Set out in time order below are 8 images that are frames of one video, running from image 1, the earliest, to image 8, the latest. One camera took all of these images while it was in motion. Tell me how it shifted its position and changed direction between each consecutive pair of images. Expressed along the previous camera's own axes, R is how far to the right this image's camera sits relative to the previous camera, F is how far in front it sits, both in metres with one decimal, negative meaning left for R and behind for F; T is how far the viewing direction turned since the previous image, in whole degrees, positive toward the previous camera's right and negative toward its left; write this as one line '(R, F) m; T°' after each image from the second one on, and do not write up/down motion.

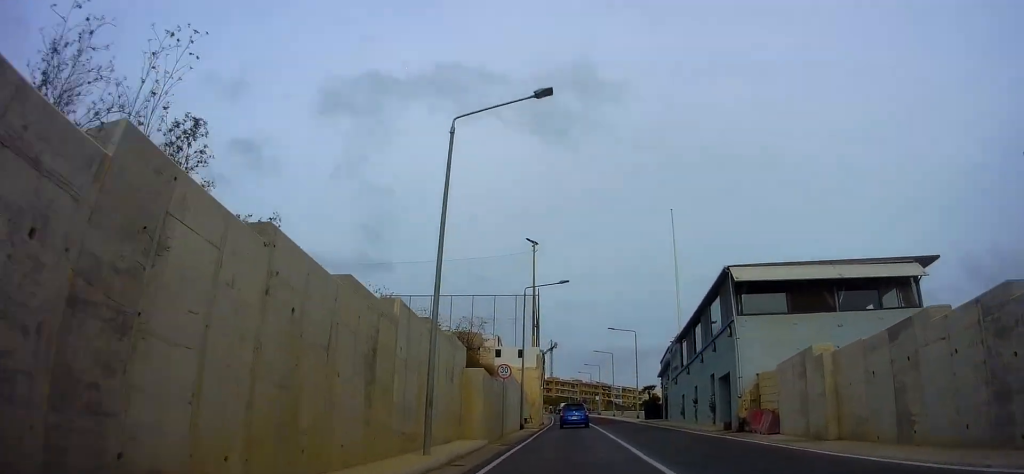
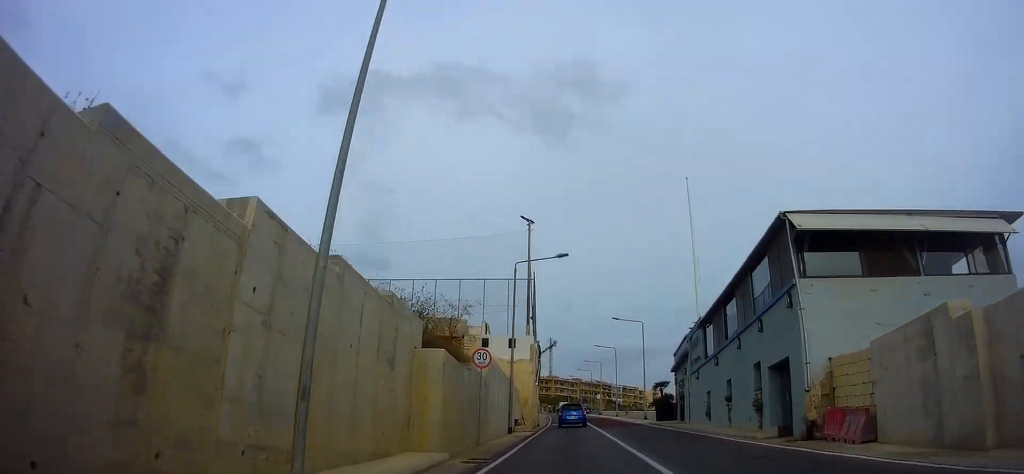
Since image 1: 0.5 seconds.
(+0.6, +5.5) m; 0°
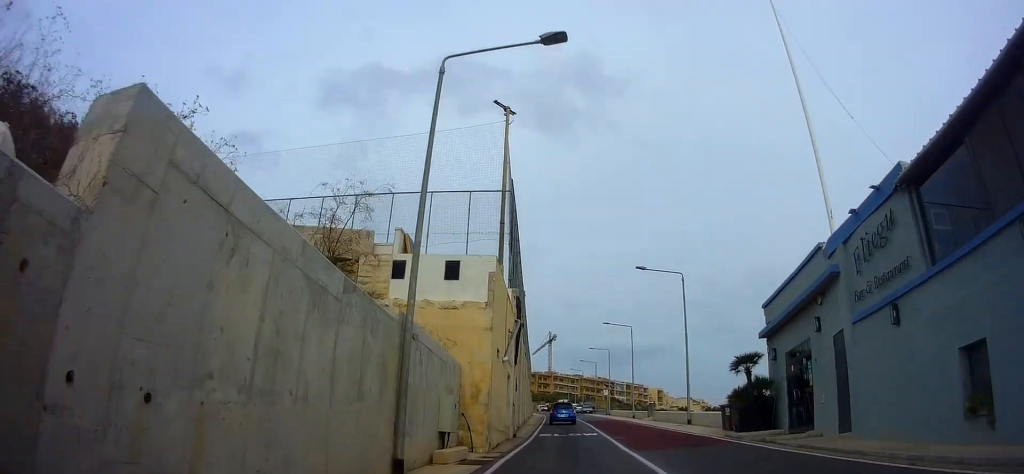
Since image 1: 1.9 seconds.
(-0.7, +16.5) m; 0°
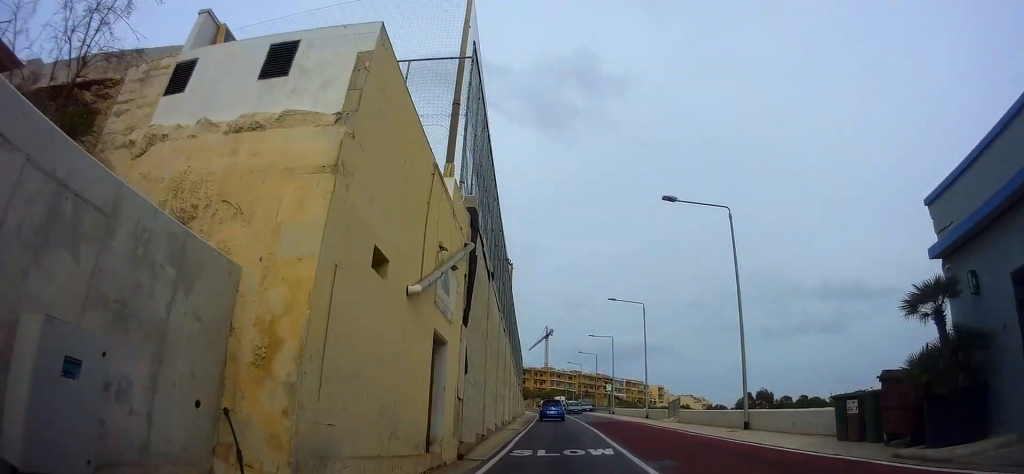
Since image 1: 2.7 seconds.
(+0.9, +10.0) m; +2°
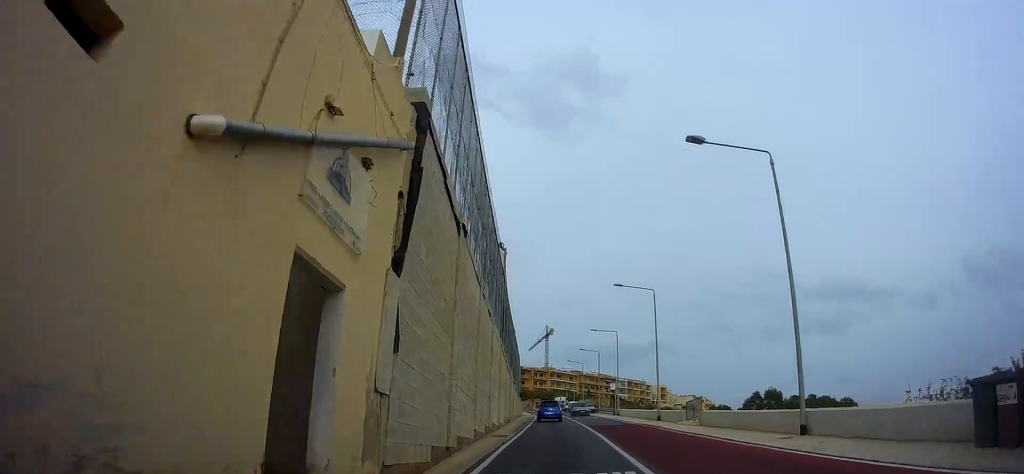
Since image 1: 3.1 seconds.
(-0.2, +4.9) m; 0°
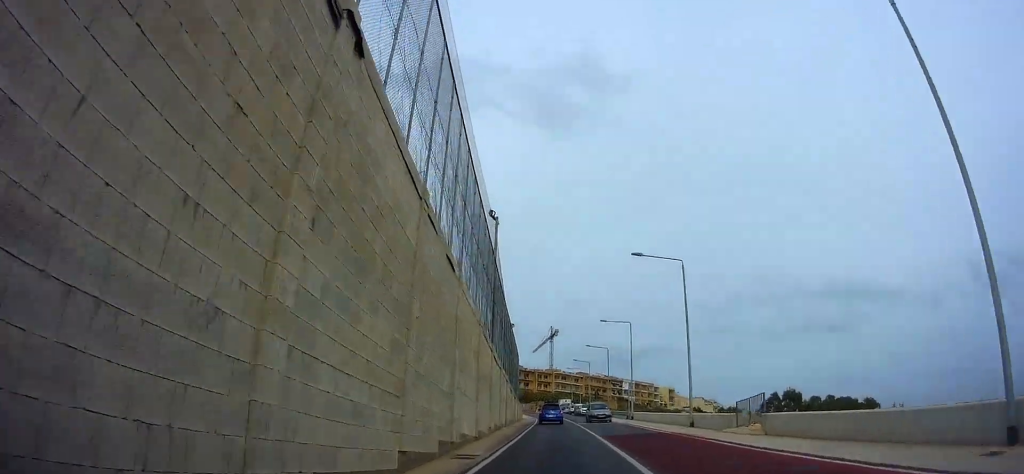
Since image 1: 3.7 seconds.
(-0.5, +7.7) m; 0°
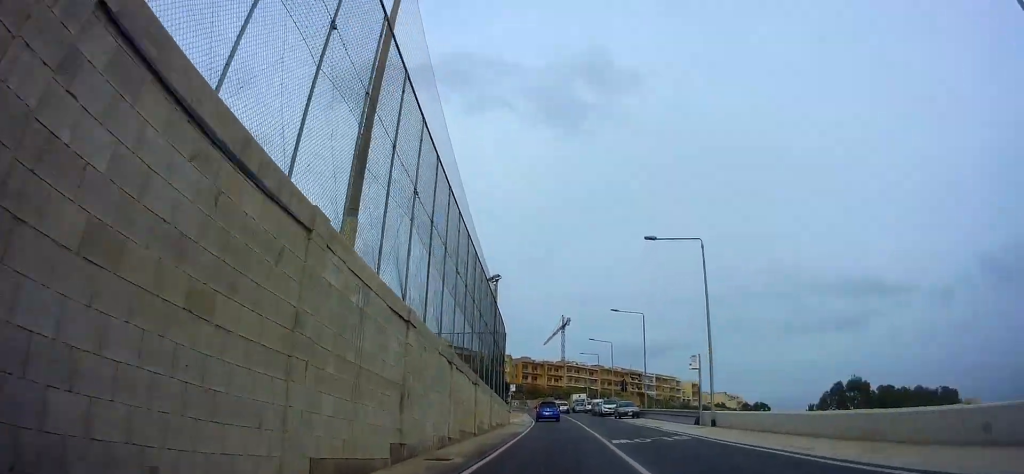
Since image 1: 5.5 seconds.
(+0.2, +22.1) m; -3°
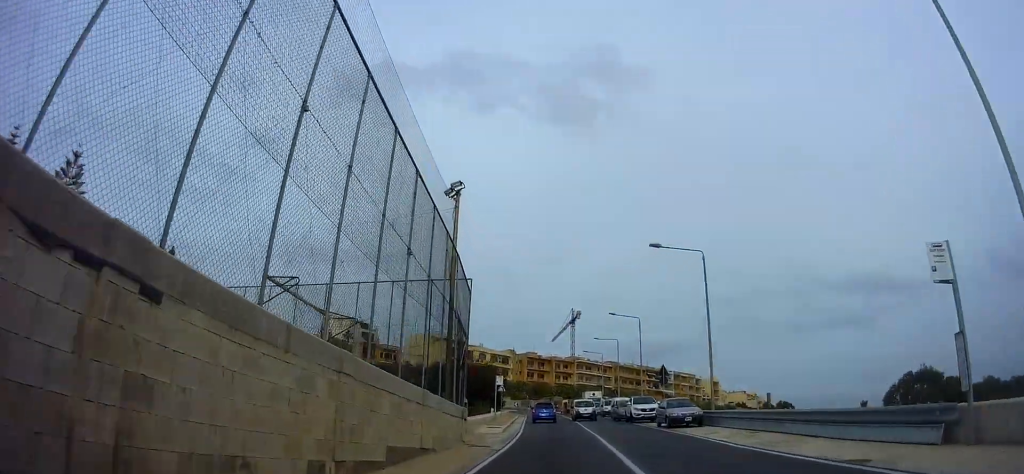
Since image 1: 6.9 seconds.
(0.0, +17.7) m; +3°
